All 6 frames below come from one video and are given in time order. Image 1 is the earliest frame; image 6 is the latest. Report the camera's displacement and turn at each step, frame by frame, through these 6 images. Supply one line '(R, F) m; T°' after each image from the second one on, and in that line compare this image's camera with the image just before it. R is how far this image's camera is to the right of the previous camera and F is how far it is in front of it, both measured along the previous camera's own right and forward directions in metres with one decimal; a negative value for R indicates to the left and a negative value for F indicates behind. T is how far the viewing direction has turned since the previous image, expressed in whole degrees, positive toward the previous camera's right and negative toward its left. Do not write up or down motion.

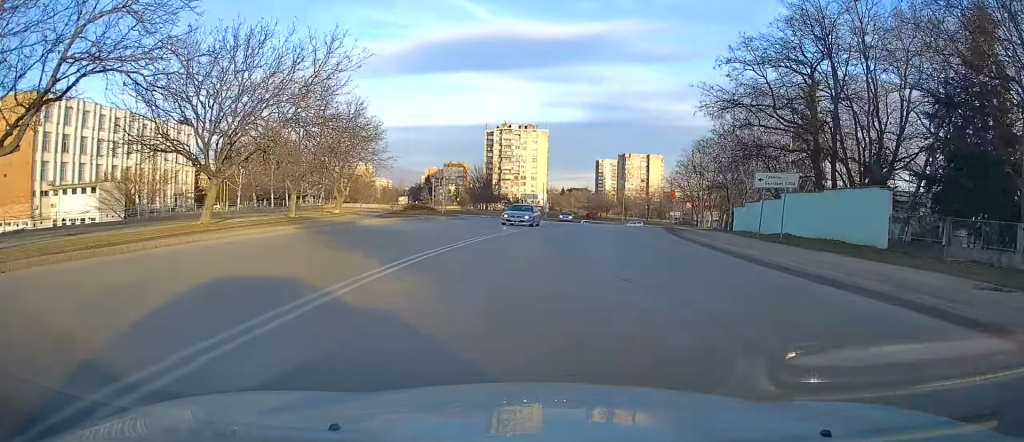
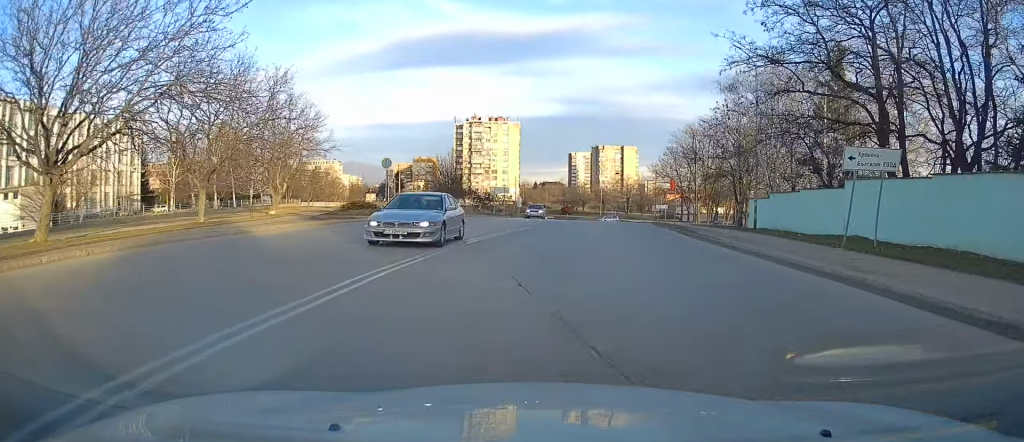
(+0.3, +9.6) m; +3°
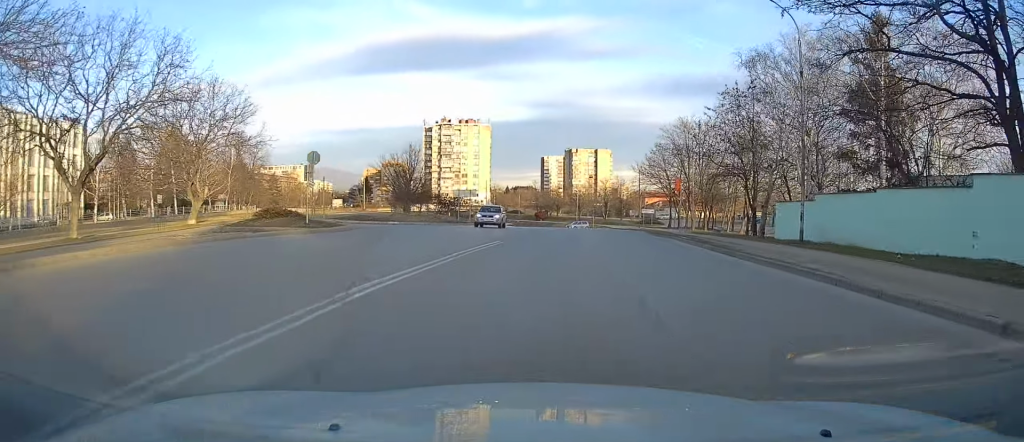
(+0.3, +9.1) m; +2°
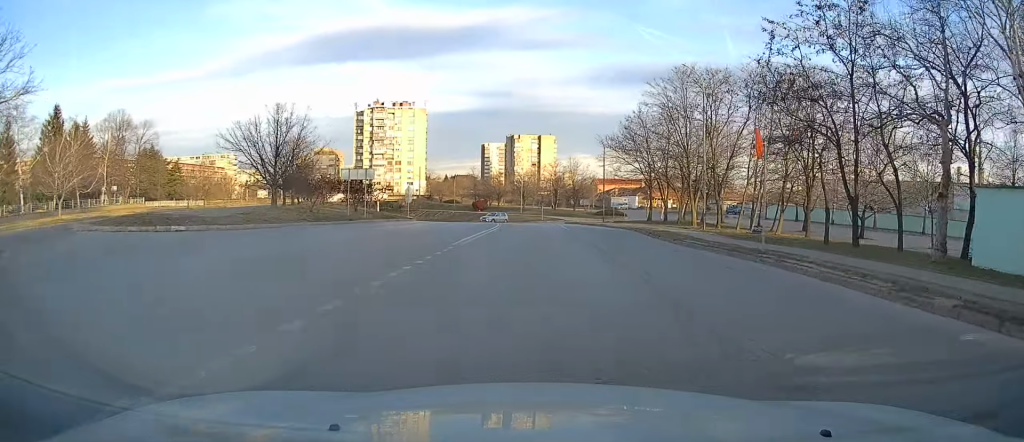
(+0.5, +19.8) m; +3°
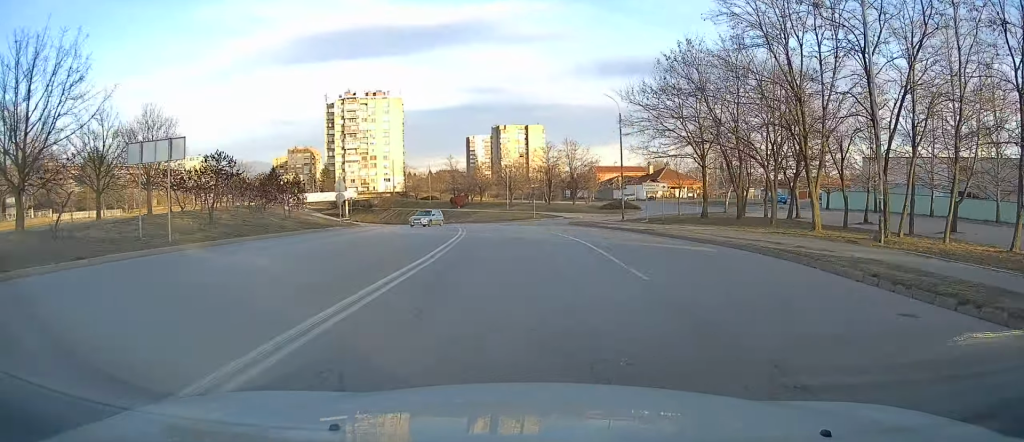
(+0.7, +20.8) m; +1°
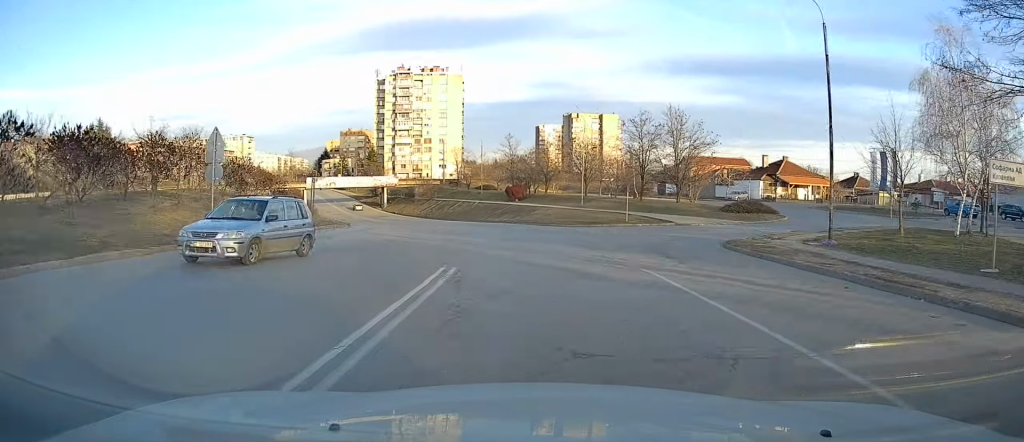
(-1.1, +26.1) m; -3°
